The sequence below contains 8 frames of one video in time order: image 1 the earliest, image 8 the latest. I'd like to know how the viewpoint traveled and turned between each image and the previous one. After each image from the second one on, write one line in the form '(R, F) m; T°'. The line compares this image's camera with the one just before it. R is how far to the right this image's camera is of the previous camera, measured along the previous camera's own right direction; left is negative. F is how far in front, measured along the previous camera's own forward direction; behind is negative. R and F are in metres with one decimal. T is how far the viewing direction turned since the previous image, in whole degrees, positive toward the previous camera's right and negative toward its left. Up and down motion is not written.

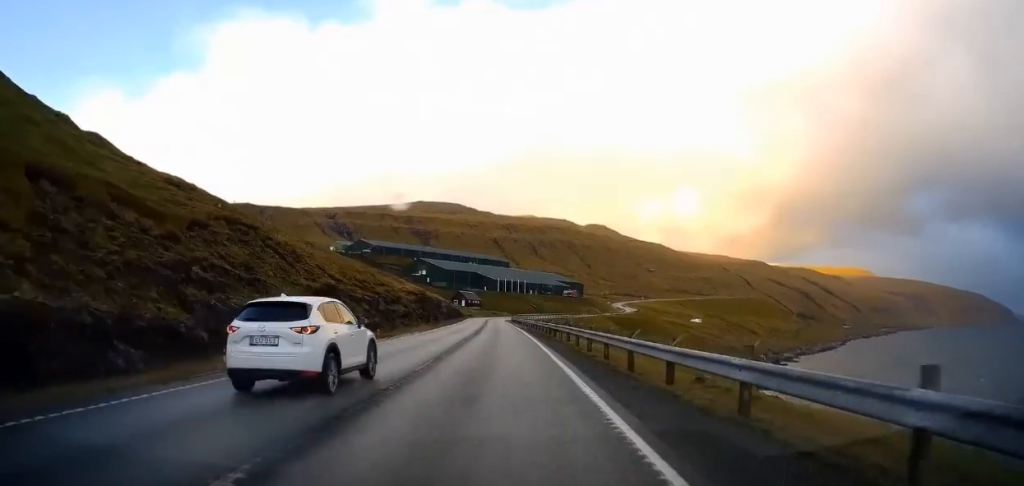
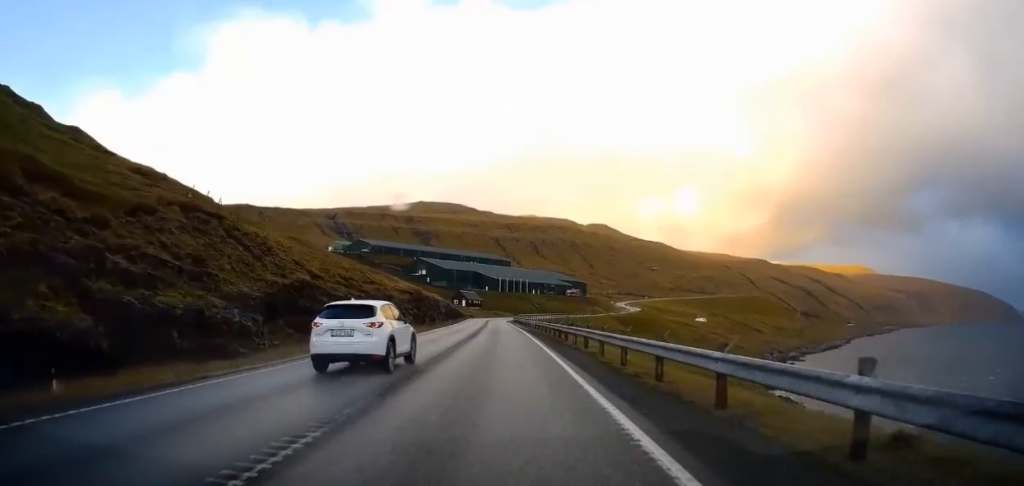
(-0.1, +7.1) m; -1°
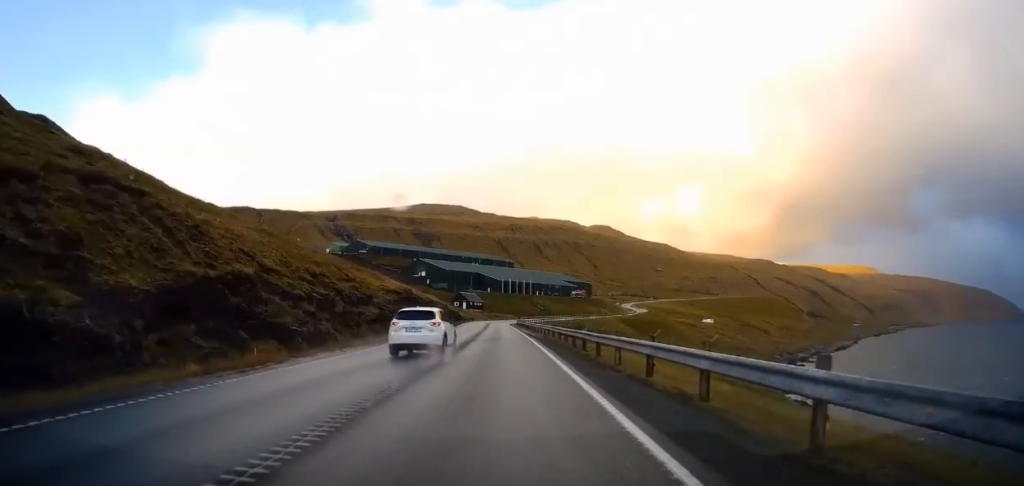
(-0.2, +11.4) m; -3°
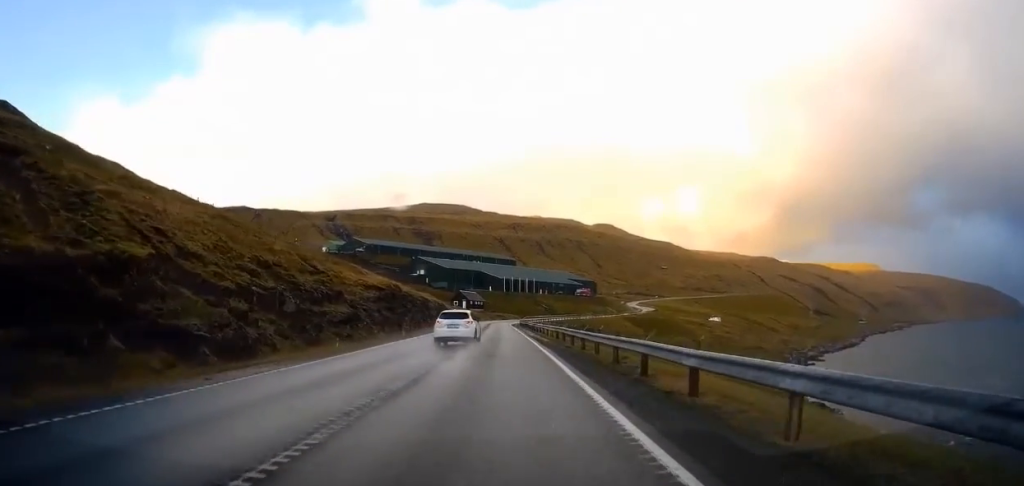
(-0.4, +11.5) m; 0°
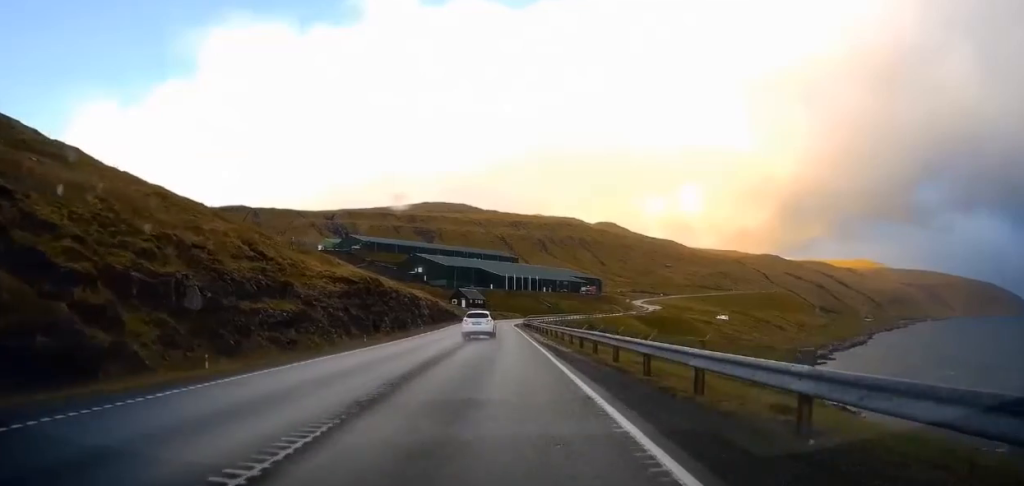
(+0.2, +12.3) m; +1°
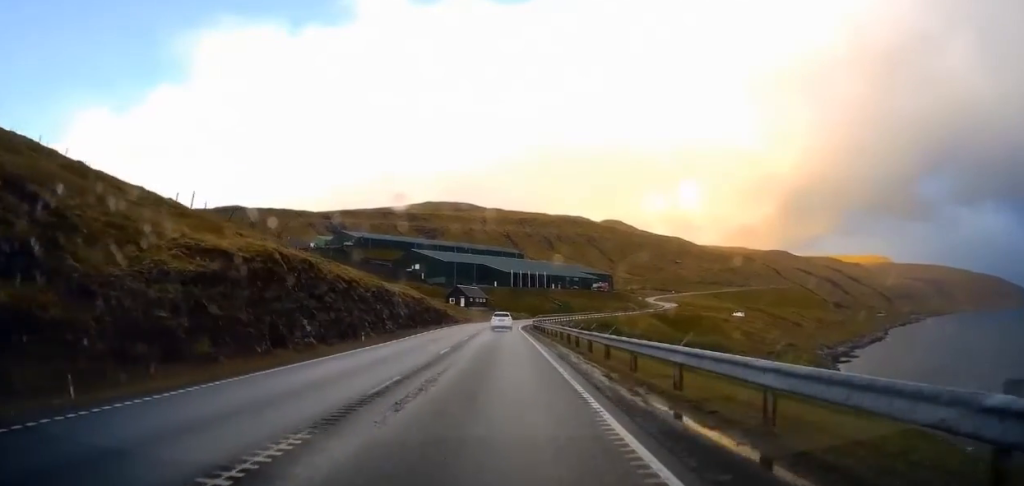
(+0.1, +23.5) m; -1°
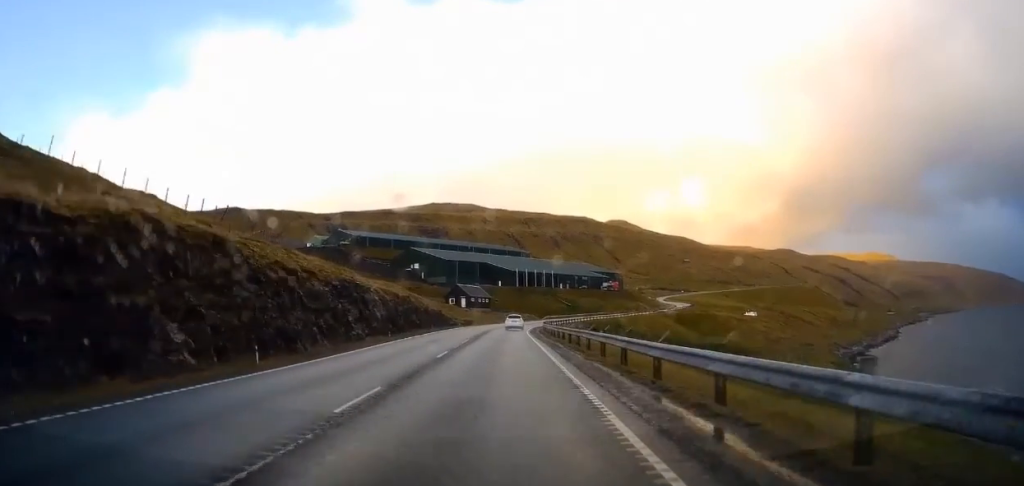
(-0.4, +14.0) m; 0°
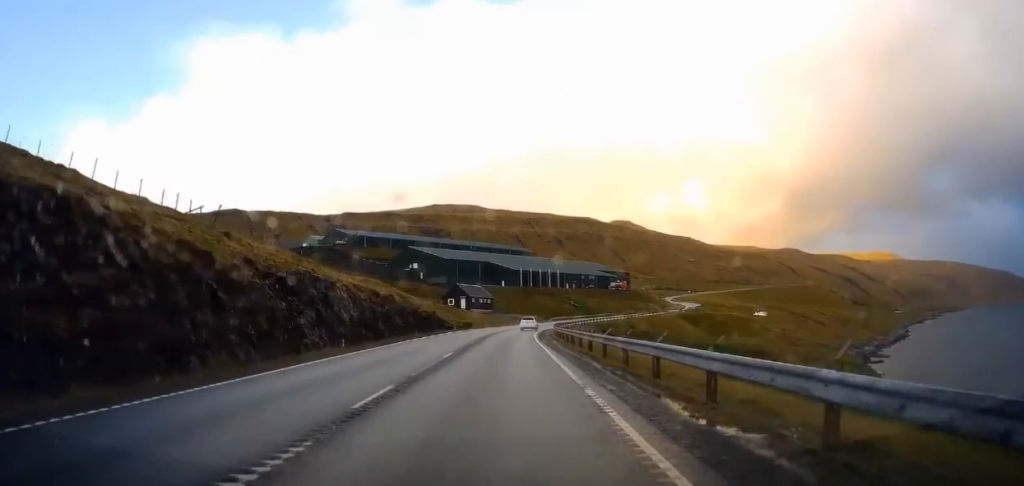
(+0.3, +11.0) m; +2°
